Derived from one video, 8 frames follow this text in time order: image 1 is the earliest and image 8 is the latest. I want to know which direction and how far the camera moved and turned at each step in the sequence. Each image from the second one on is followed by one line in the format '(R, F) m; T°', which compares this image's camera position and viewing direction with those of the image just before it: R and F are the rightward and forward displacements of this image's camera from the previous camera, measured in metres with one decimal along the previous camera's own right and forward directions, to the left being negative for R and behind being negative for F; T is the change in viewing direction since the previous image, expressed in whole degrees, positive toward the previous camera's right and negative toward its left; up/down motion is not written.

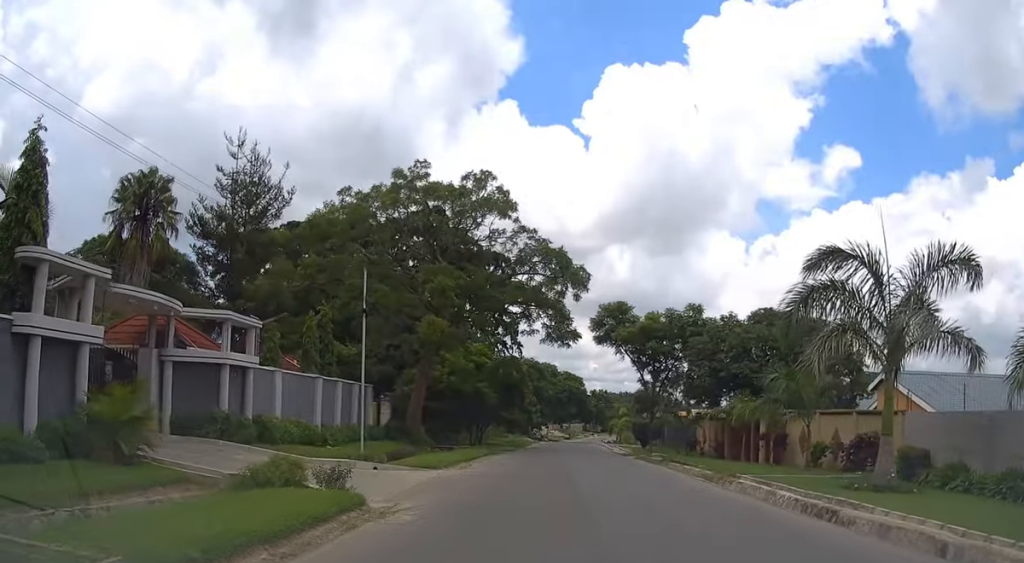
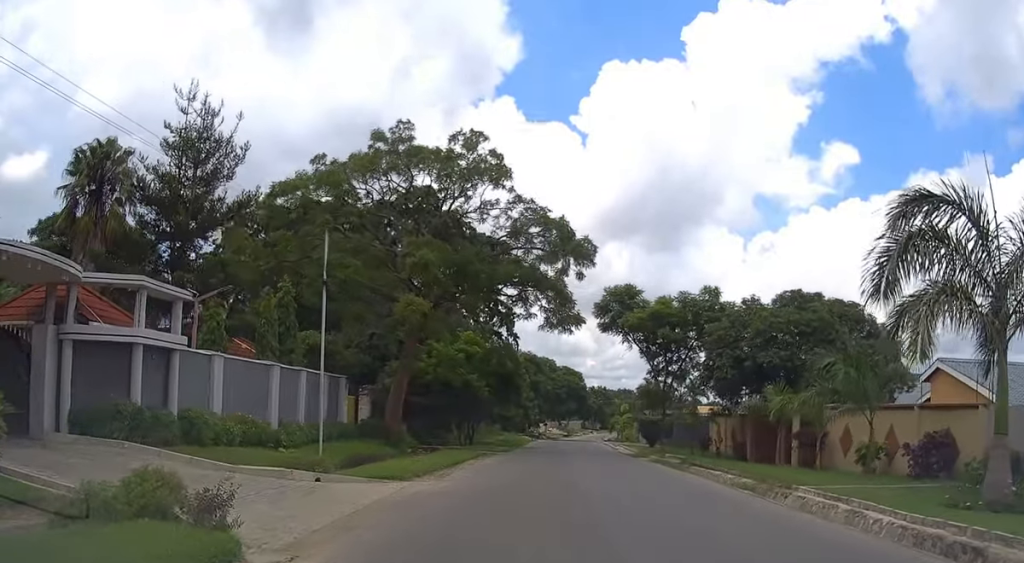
(+0.1, +5.0) m; +1°
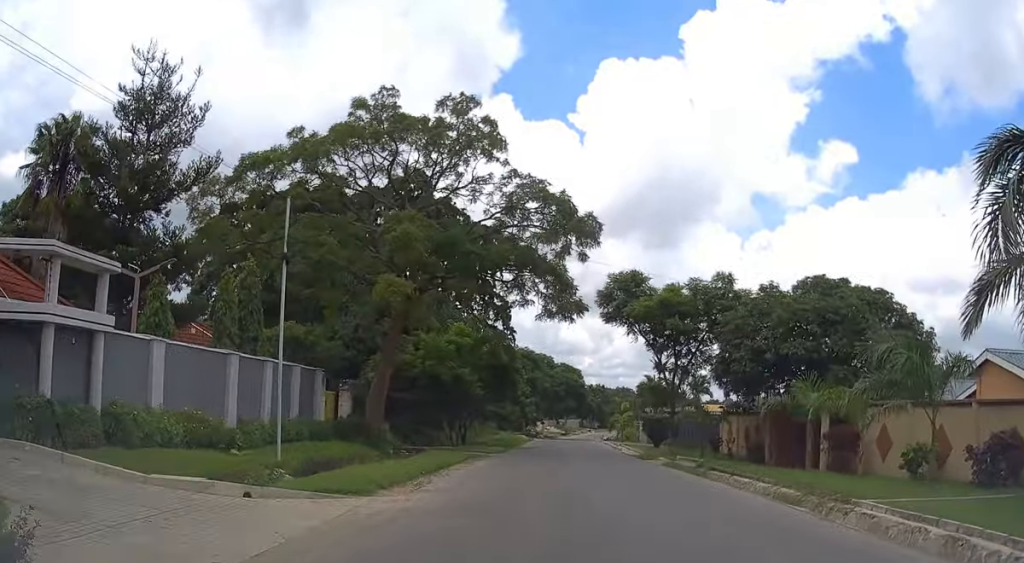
(0.0, +3.5) m; 0°
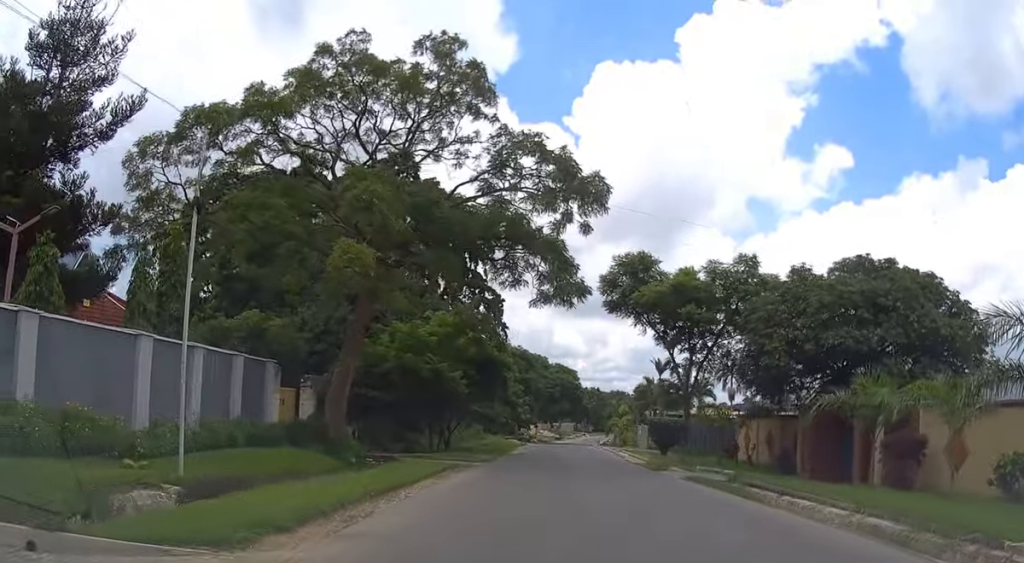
(0.0, +5.2) m; 0°
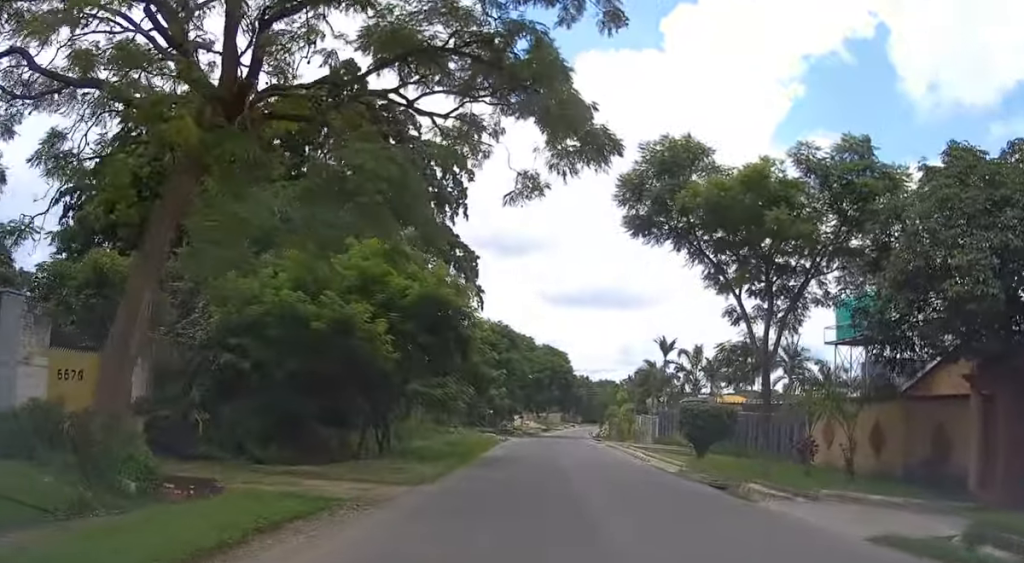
(+0.1, +13.5) m; +1°
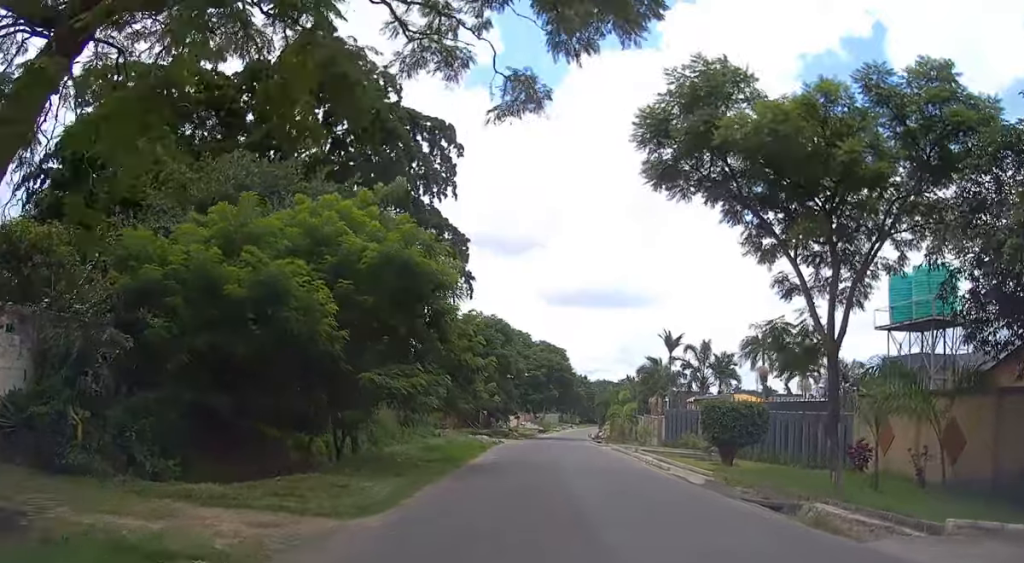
(0.0, +5.0) m; 0°
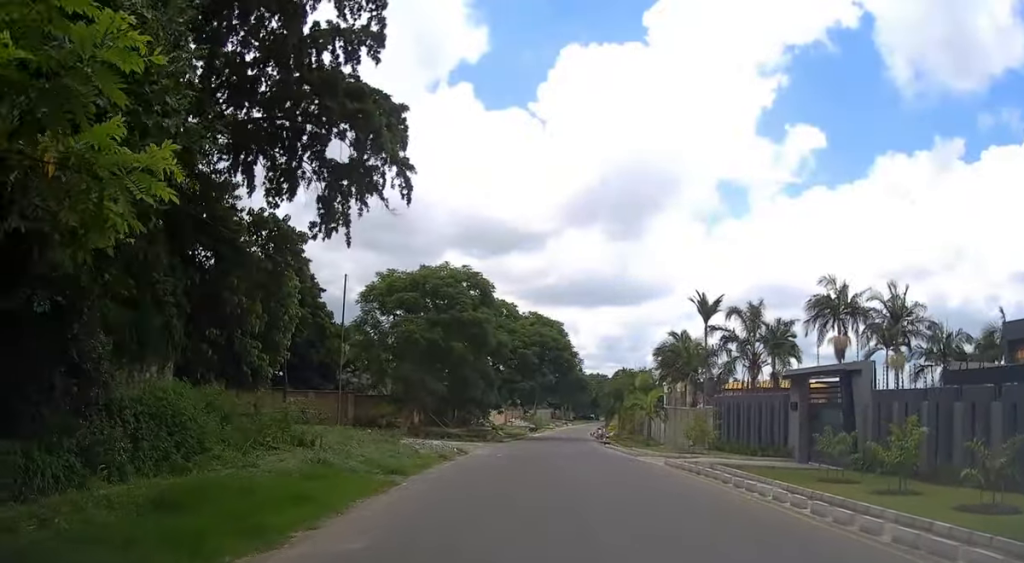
(0.0, +19.7) m; +1°
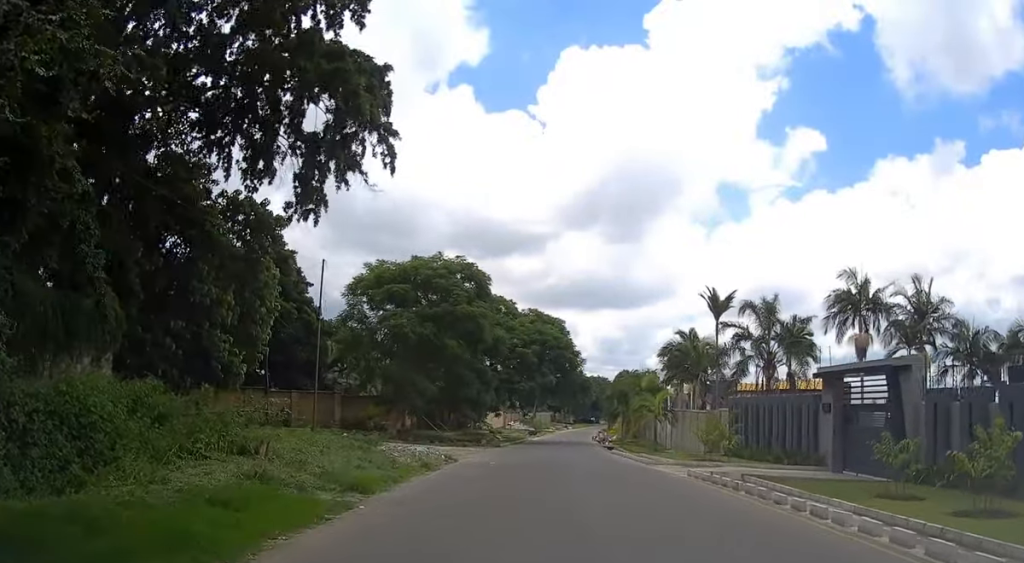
(0.0, +3.5) m; 0°
